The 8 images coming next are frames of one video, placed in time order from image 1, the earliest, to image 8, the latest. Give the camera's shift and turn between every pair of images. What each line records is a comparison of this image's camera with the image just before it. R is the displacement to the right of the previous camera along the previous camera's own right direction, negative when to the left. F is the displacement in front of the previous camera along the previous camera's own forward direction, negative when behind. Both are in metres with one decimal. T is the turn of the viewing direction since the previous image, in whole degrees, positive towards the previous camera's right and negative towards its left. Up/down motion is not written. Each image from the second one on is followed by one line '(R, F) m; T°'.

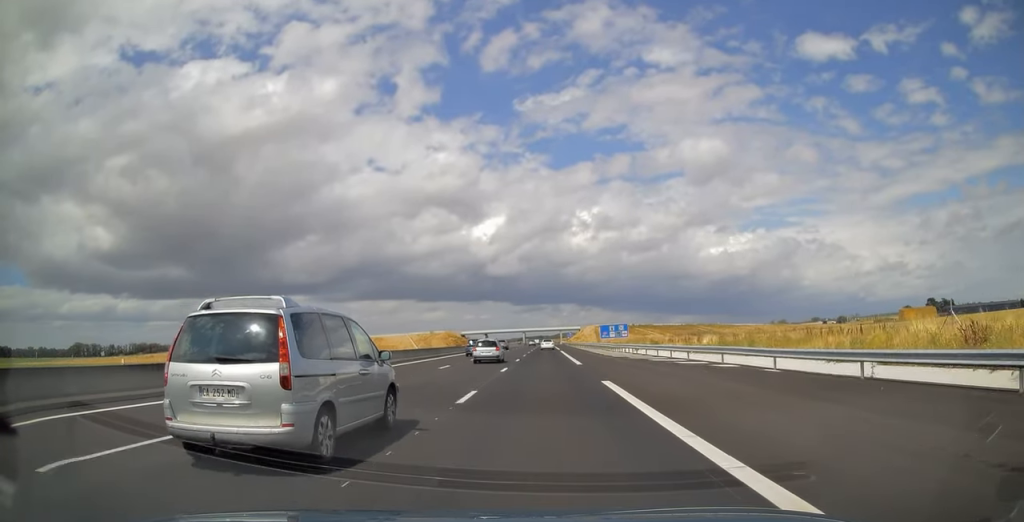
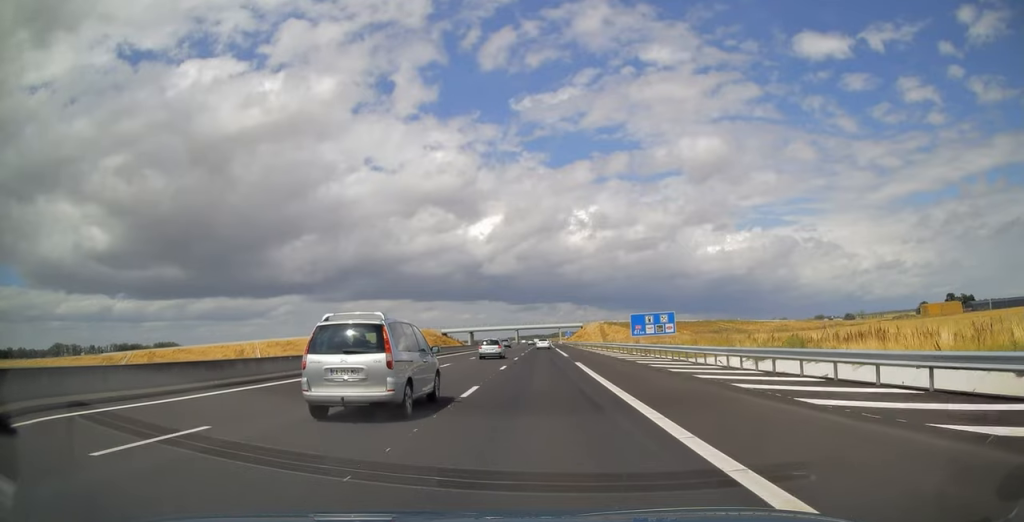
(-0.1, +38.3) m; 0°
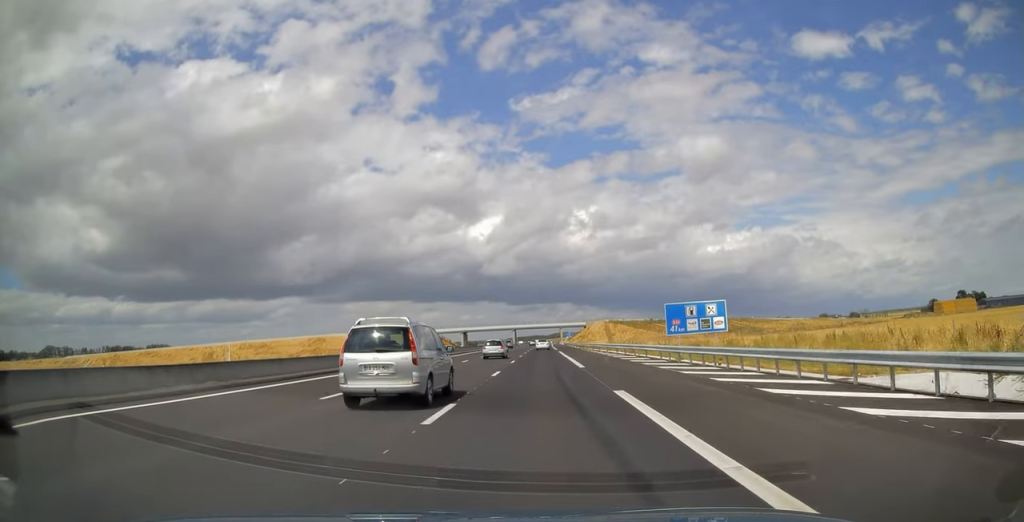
(+0.1, +17.8) m; 0°
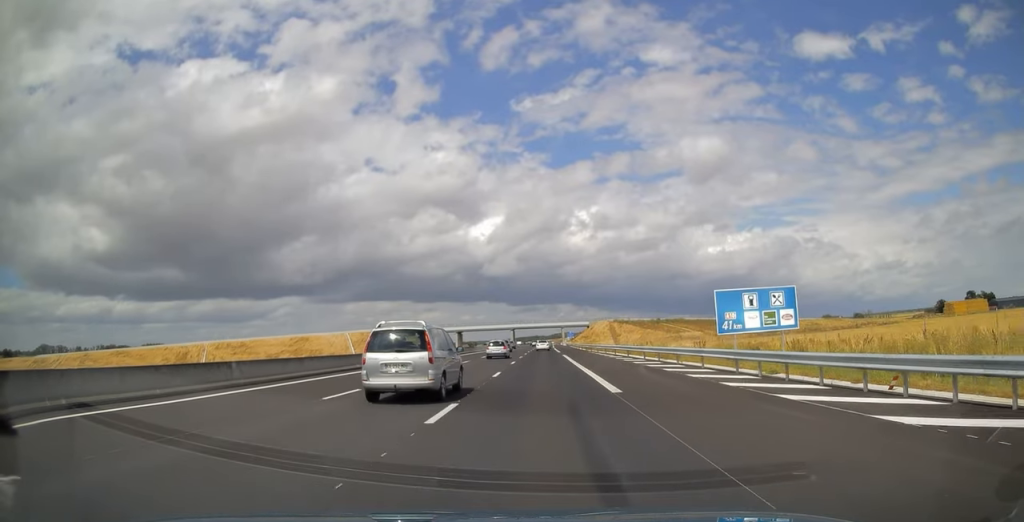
(+0.1, +12.9) m; 0°
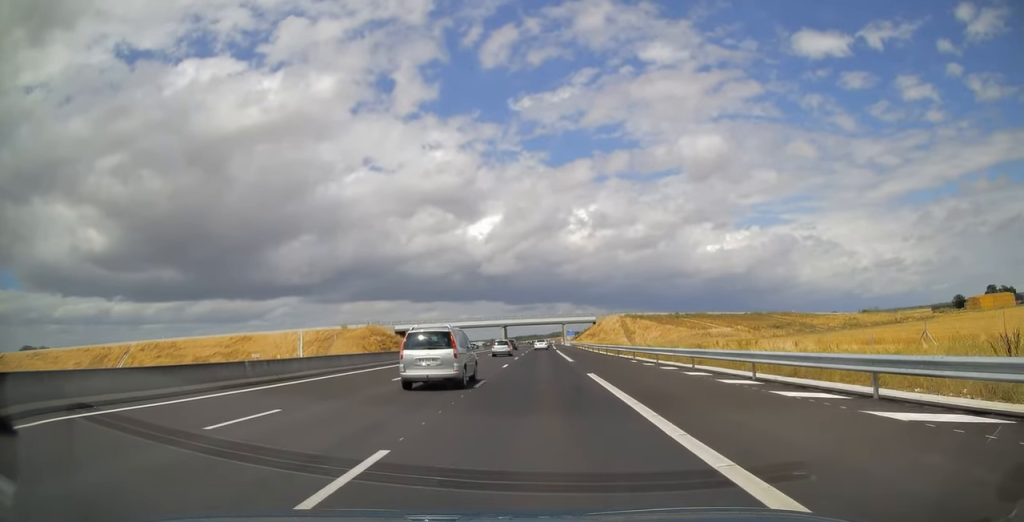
(0.0, +31.8) m; 0°
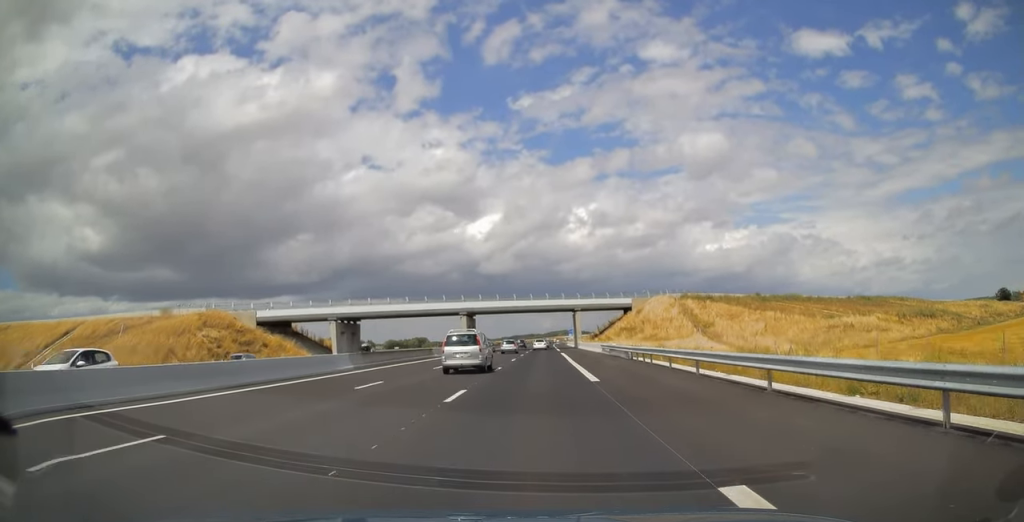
(+0.1, +69.6) m; 0°
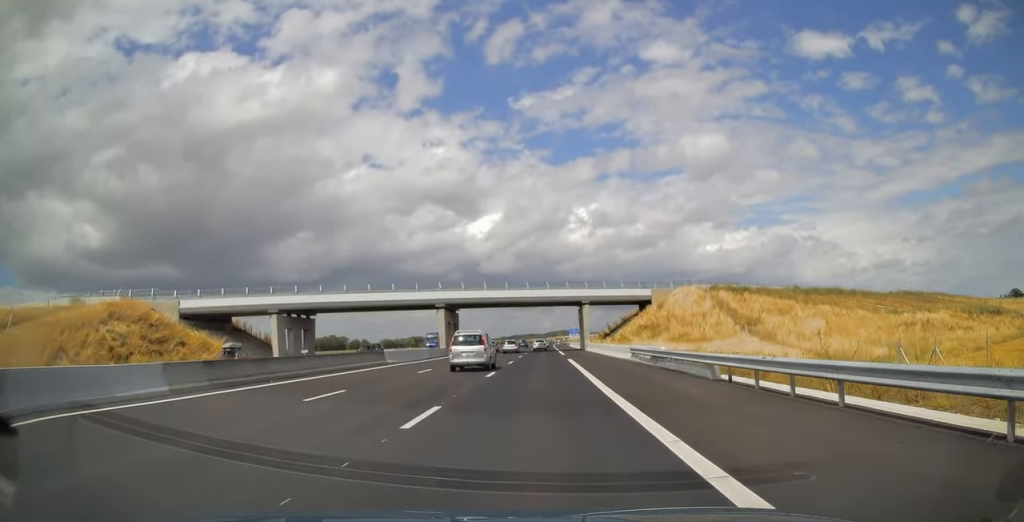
(+0.1, +17.2) m; 0°
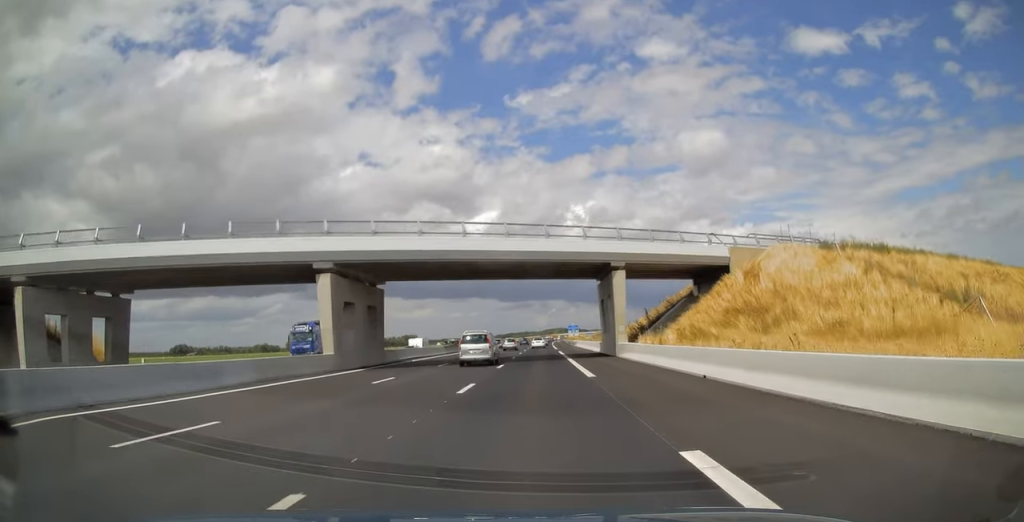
(+0.1, +33.4) m; 0°
